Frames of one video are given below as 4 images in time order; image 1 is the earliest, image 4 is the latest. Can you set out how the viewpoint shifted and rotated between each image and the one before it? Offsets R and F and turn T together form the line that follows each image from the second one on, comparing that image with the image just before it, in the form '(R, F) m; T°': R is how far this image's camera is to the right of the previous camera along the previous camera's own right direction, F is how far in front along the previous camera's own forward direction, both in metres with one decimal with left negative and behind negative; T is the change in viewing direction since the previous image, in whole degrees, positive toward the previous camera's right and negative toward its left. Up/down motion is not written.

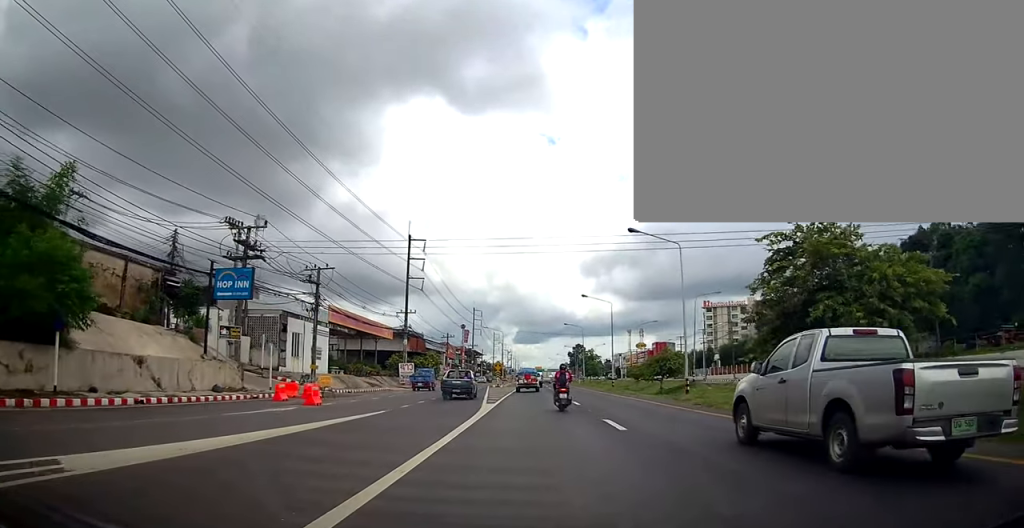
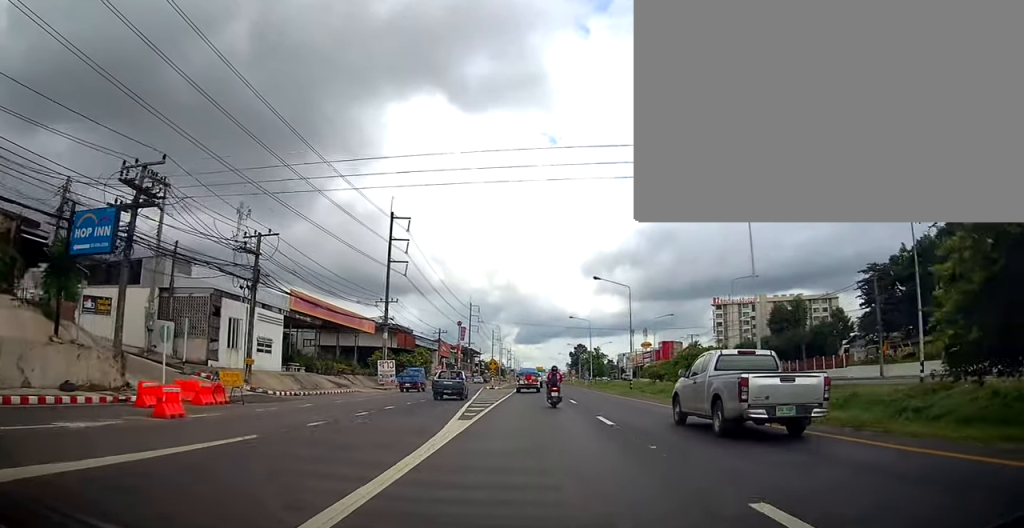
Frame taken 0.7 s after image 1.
(+0.1, +10.1) m; 0°
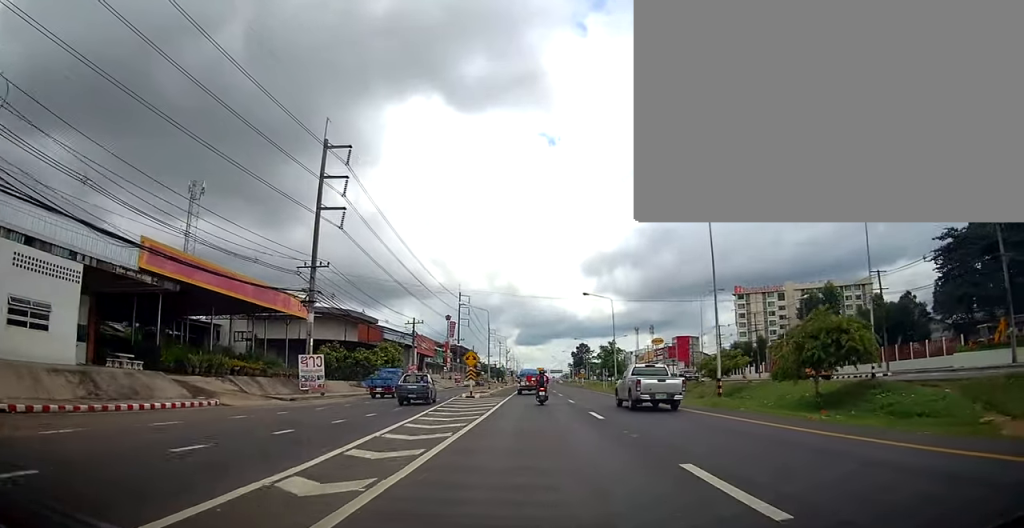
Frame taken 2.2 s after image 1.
(-0.1, +21.3) m; -1°
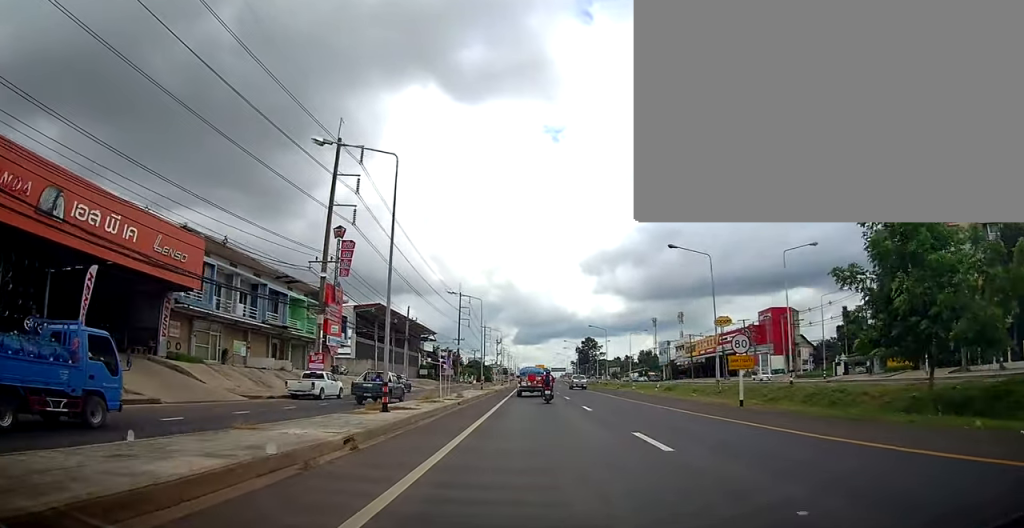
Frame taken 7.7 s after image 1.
(+1.9, +79.6) m; +1°
